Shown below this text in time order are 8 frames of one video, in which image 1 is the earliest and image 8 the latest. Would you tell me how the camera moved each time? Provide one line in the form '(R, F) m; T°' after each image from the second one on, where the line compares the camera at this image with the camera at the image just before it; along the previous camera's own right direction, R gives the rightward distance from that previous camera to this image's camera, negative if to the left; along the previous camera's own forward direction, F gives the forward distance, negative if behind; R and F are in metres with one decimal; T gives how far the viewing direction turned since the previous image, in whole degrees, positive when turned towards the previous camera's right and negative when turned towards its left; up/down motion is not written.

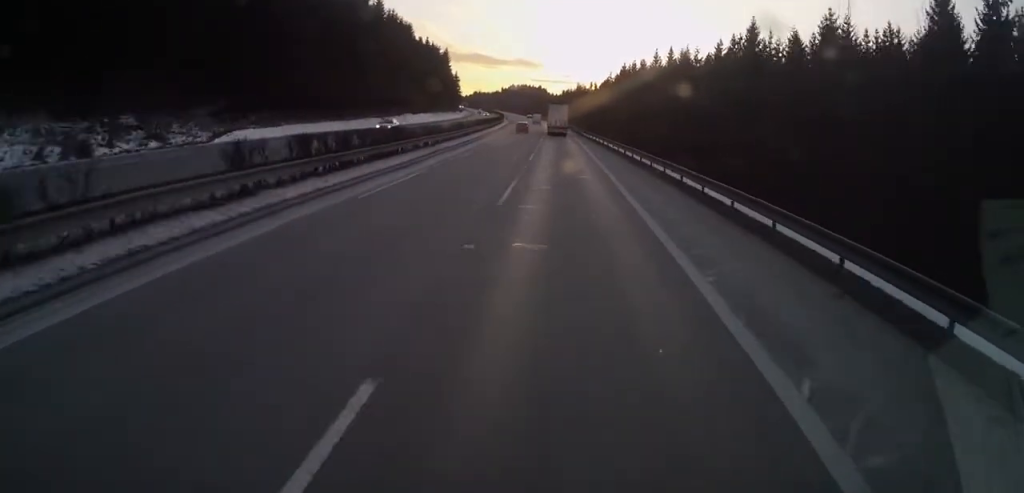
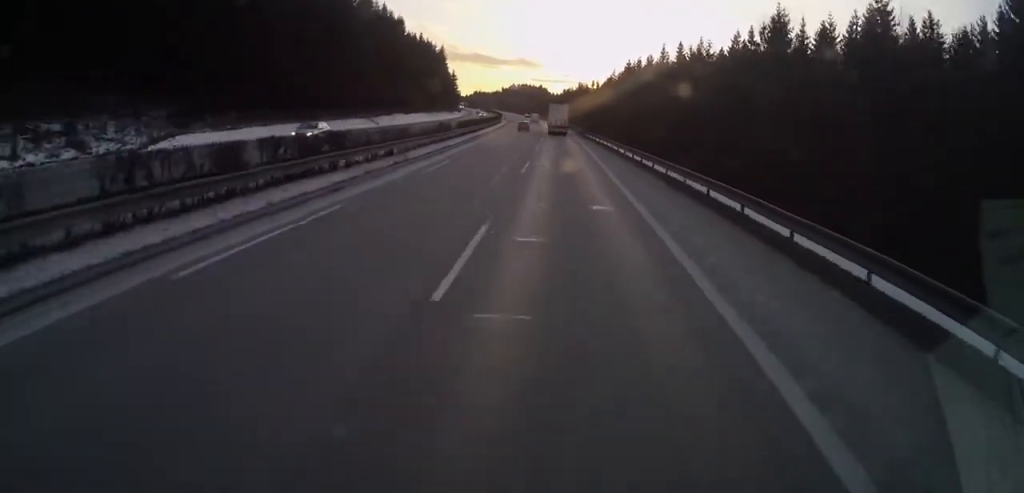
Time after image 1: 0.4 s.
(-0.2, +9.2) m; 0°
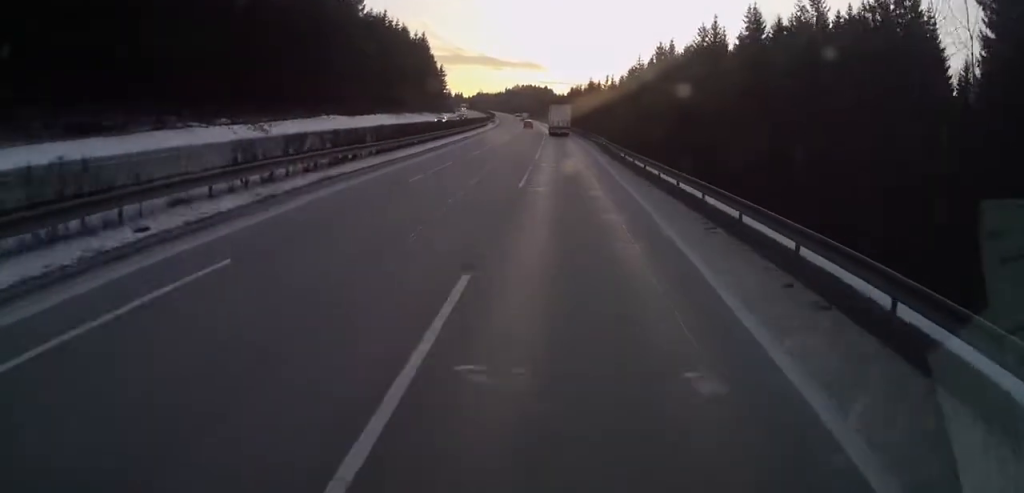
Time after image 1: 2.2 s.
(+0.1, +41.5) m; -1°
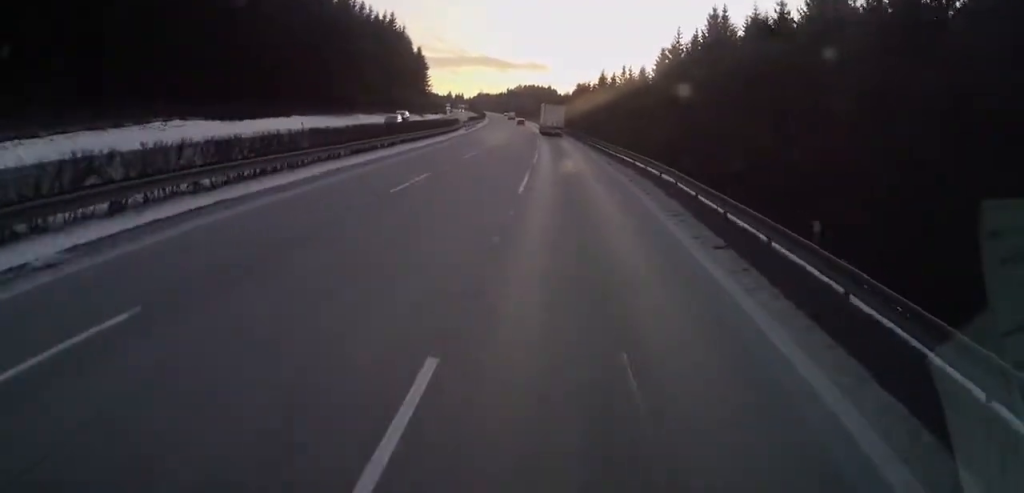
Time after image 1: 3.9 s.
(-0.3, +39.1) m; -1°
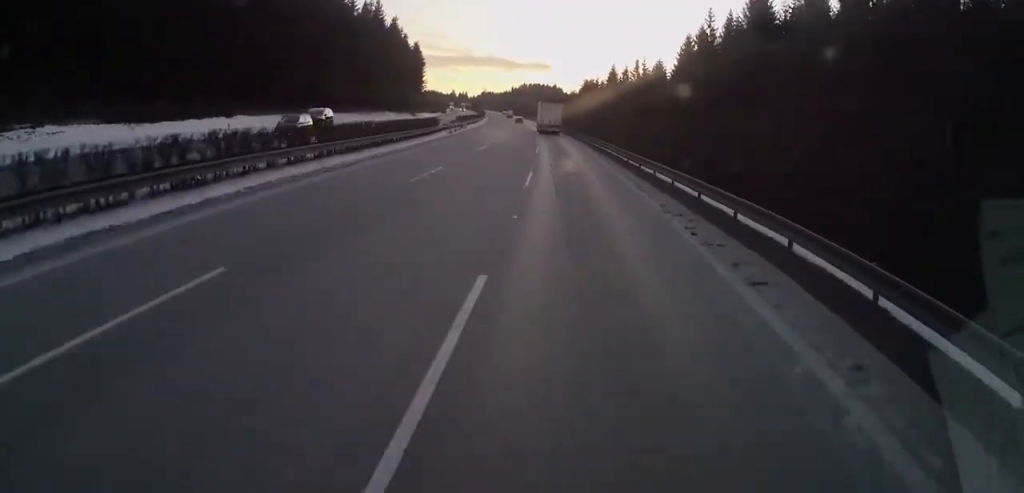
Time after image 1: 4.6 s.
(0.0, +16.1) m; 0°
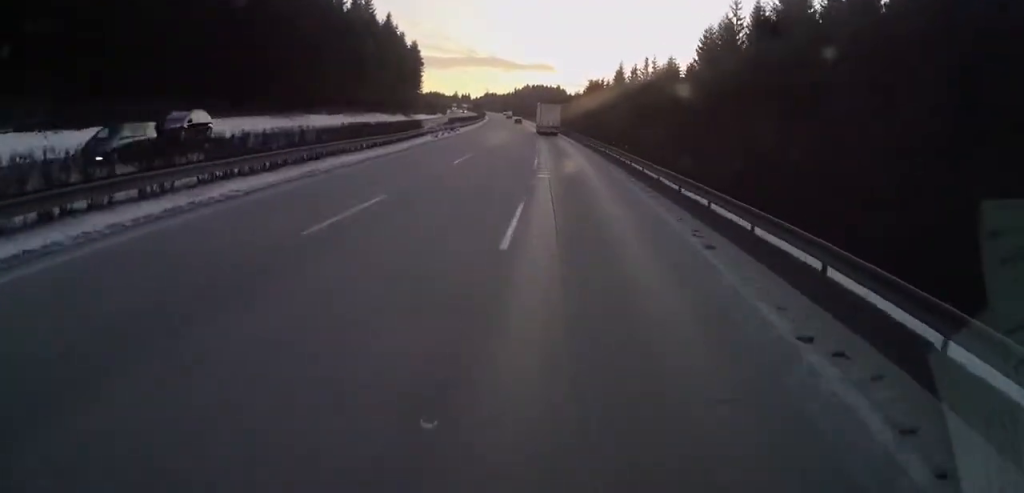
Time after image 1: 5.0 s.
(-0.1, +10.0) m; 0°
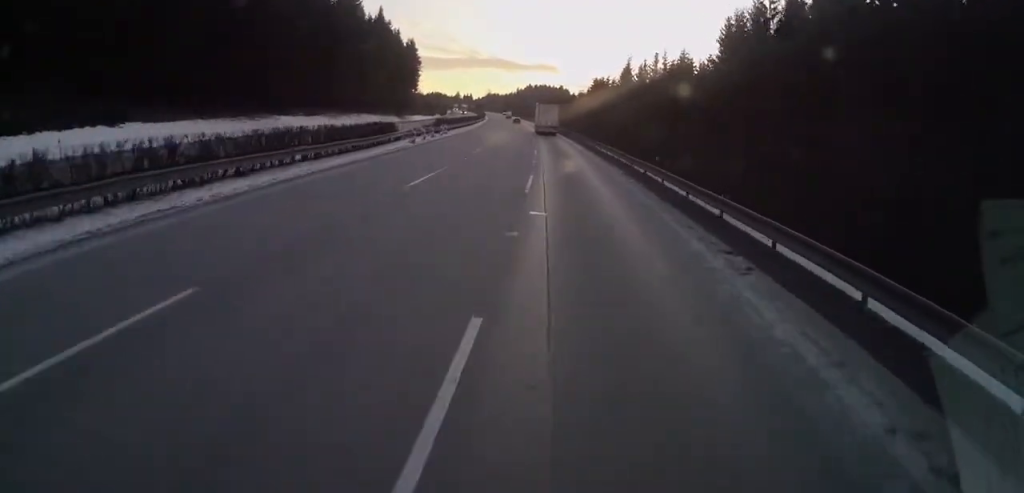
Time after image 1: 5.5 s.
(-0.1, +10.0) m; 0°
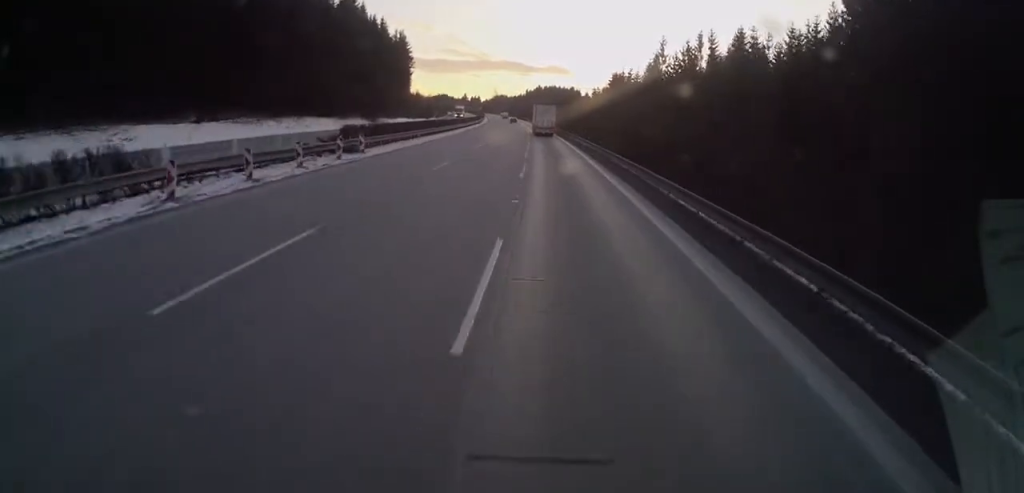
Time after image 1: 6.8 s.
(-0.1, +31.5) m; -1°
